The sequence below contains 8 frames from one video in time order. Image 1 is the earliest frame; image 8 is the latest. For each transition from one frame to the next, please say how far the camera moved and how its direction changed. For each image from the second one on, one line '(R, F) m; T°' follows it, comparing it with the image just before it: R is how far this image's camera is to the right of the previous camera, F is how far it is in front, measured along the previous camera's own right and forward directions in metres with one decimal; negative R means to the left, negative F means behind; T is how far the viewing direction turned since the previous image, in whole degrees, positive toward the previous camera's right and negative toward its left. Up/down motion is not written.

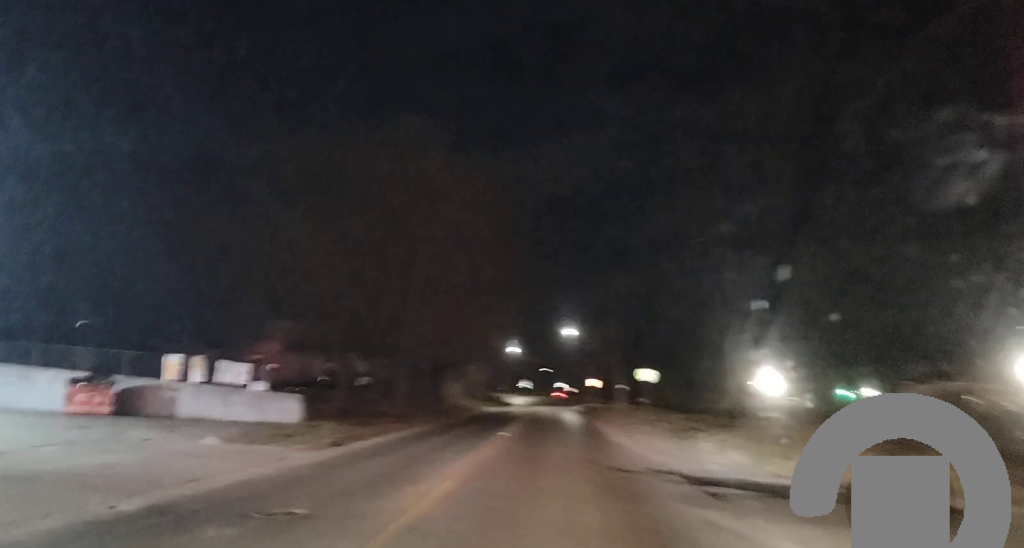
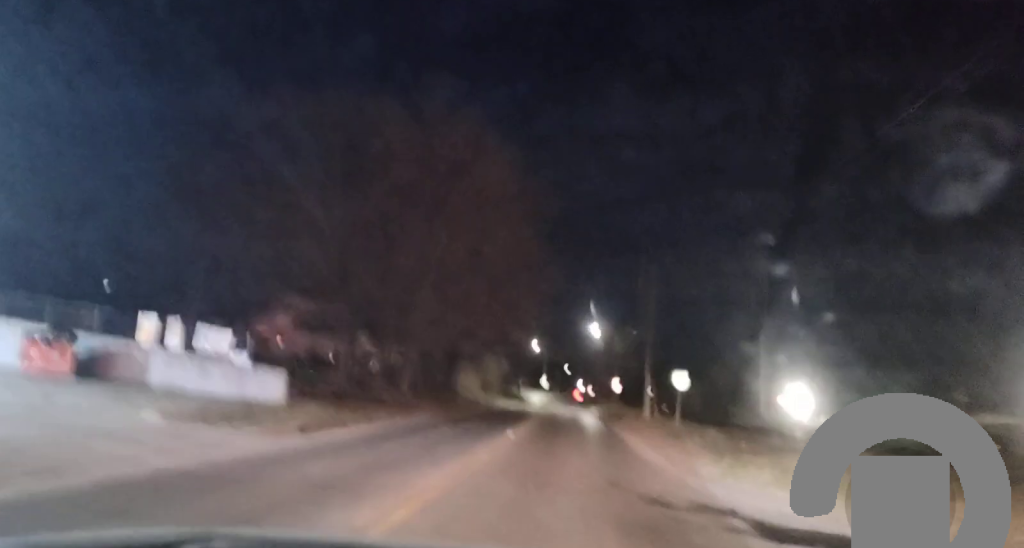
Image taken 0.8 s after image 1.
(0.0, +5.2) m; -2°
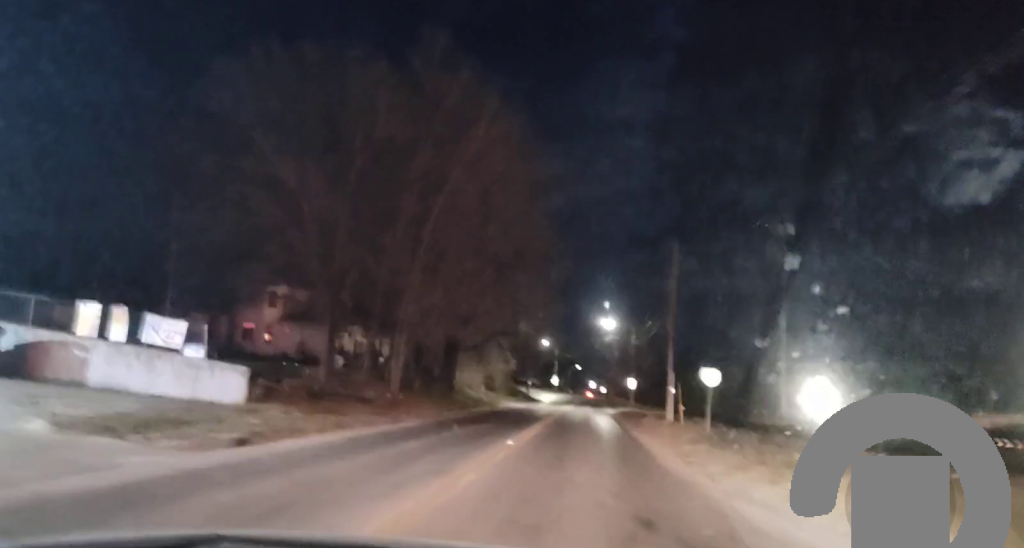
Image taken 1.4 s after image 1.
(-0.1, +4.6) m; 0°
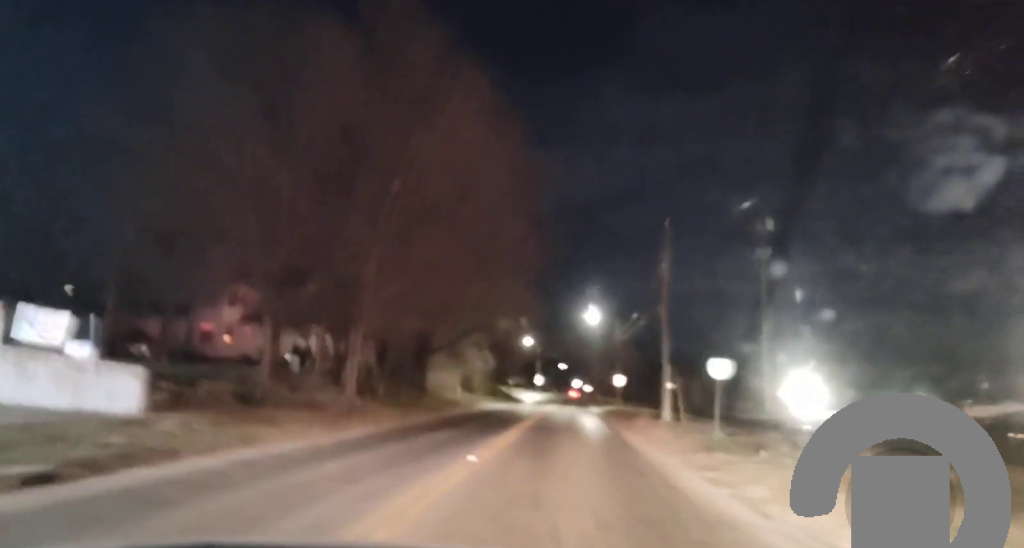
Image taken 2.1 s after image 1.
(-0.1, +5.9) m; 0°
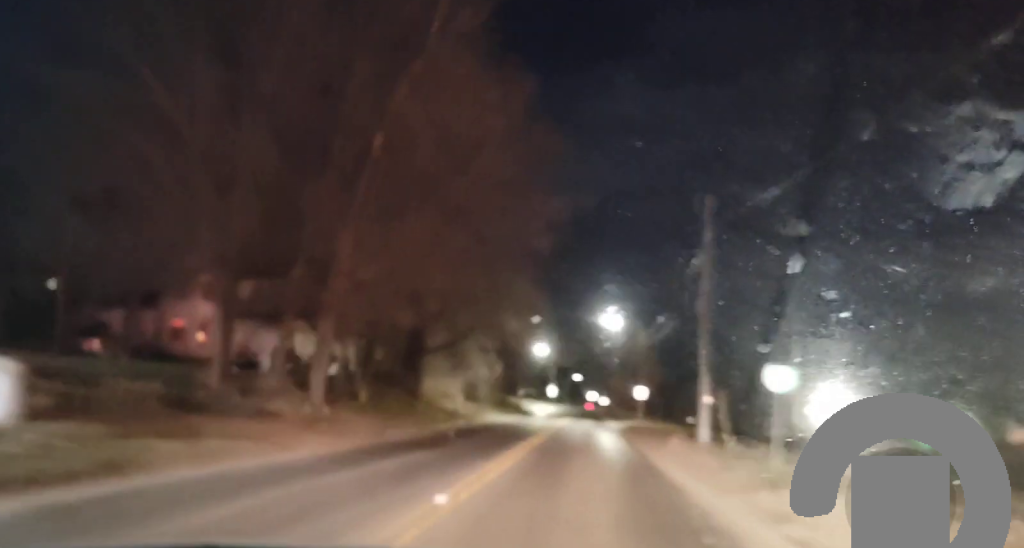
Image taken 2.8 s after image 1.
(+0.1, +5.5) m; 0°
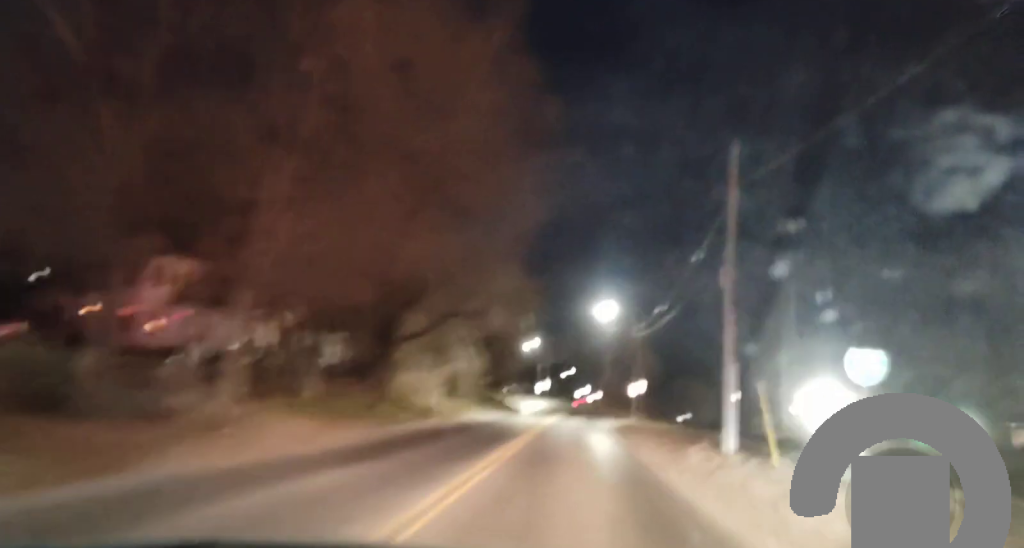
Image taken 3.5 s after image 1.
(0.0, +7.0) m; 0°
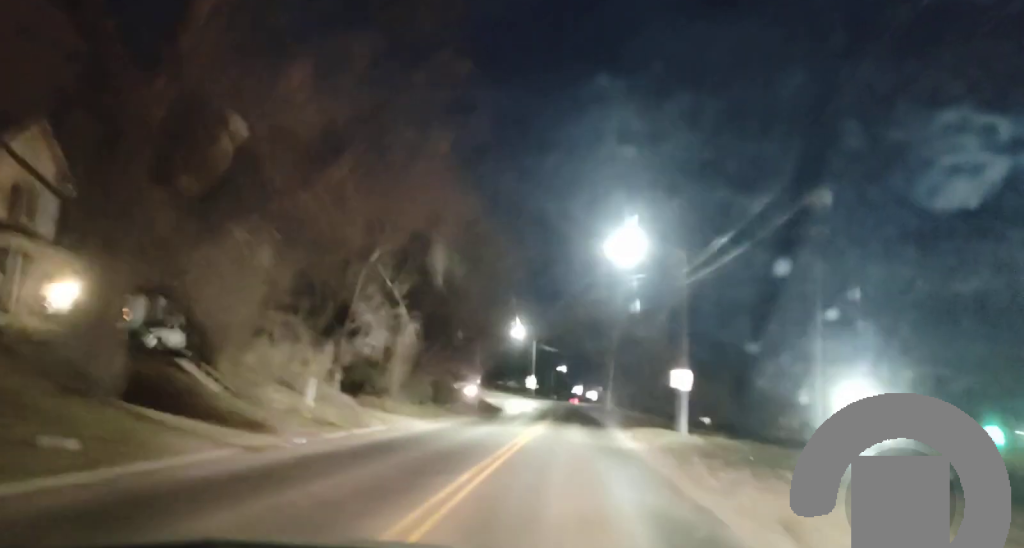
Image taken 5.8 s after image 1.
(+0.3, +24.5) m; +2°
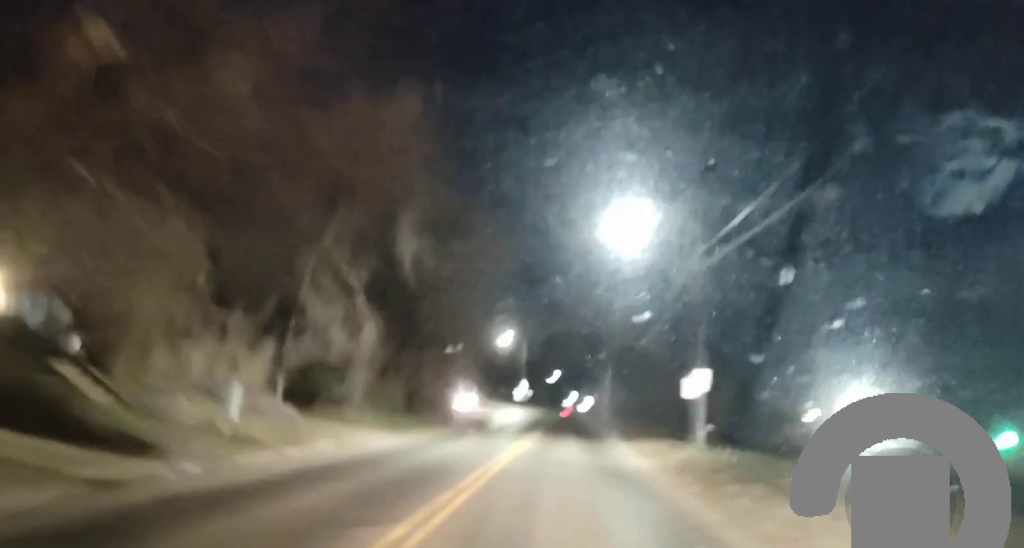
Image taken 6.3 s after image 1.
(0.0, +5.1) m; 0°
